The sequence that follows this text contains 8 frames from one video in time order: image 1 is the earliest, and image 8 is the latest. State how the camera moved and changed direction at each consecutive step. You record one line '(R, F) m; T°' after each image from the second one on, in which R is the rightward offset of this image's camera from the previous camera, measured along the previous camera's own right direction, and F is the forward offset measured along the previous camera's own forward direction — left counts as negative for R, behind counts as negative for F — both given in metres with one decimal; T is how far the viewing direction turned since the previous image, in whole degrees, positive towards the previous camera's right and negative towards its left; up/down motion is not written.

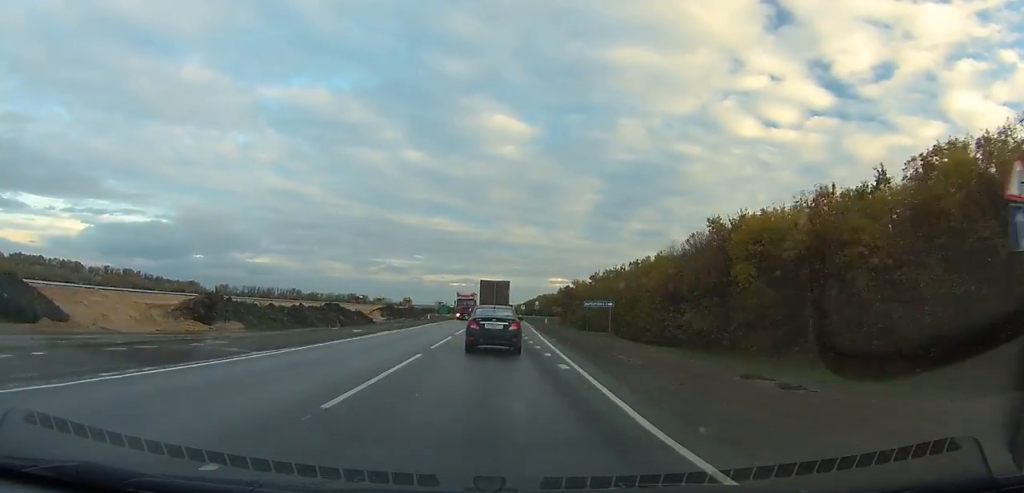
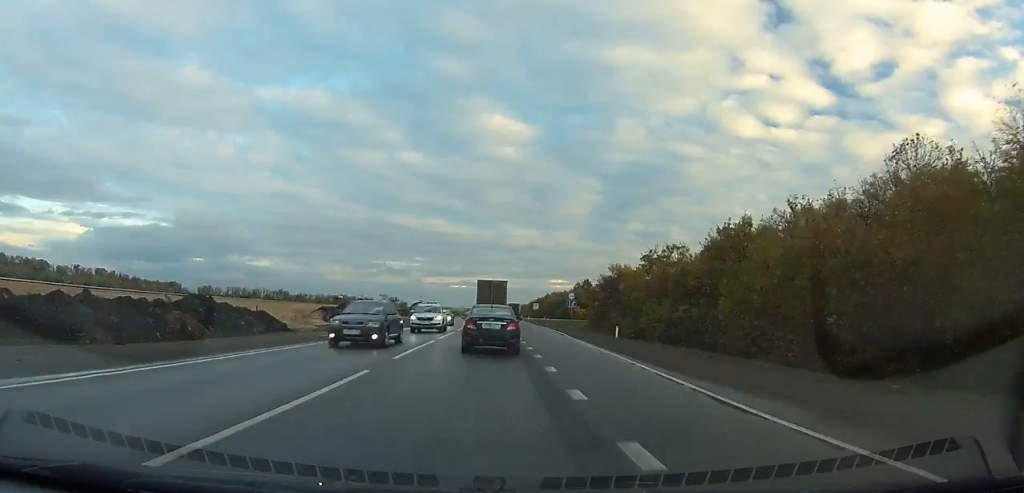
(+0.1, +52.2) m; 0°
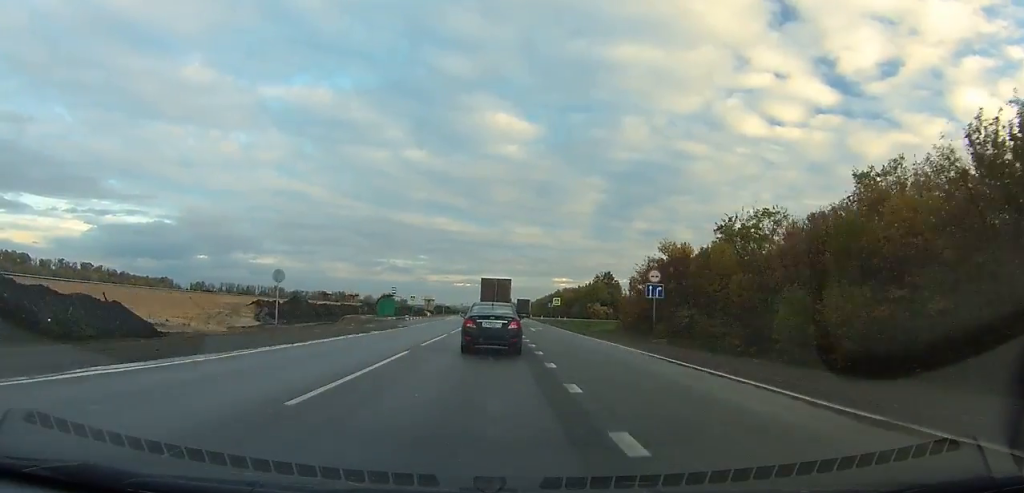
(0.0, +30.9) m; 0°
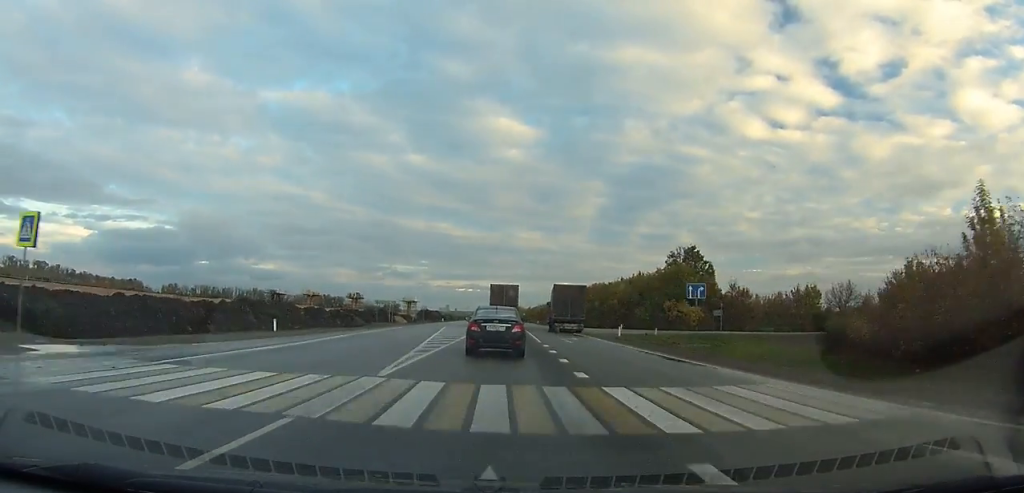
(-0.2, +74.5) m; 0°
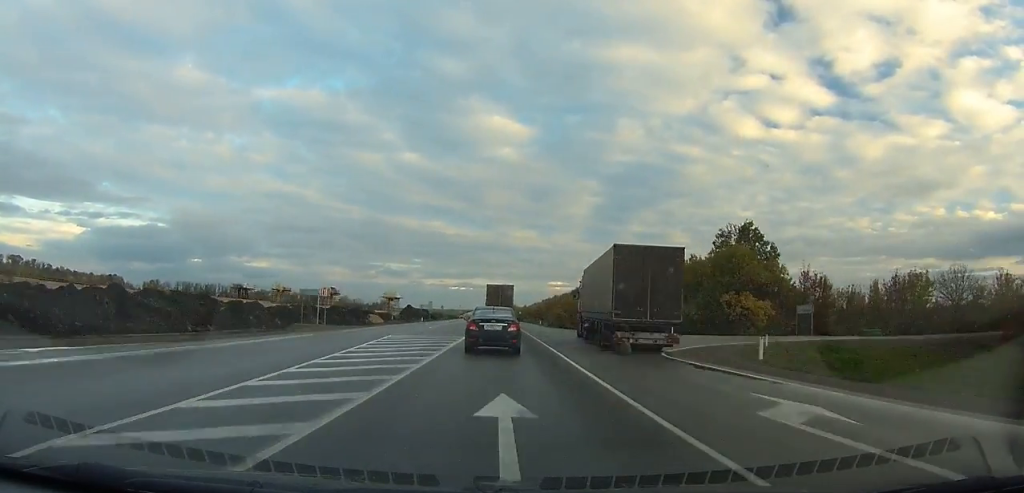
(+0.1, +25.7) m; 0°
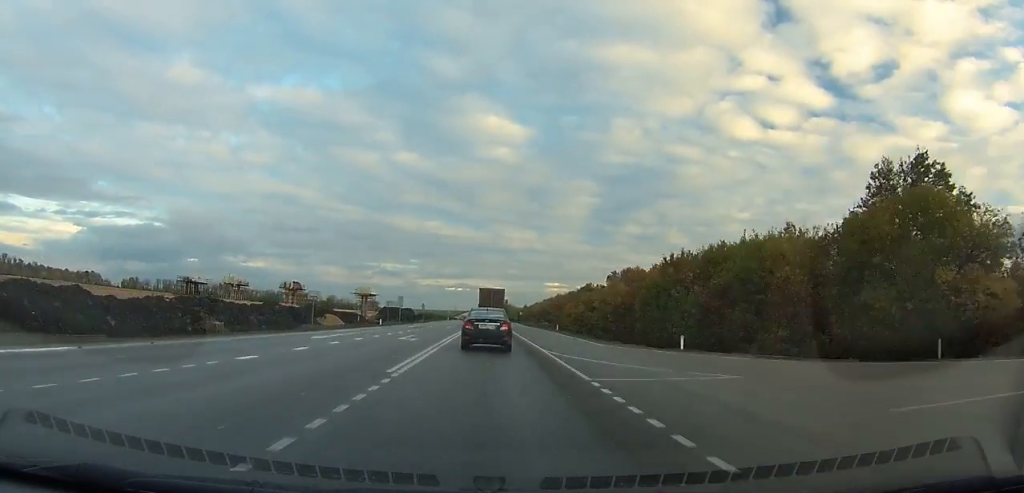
(+0.1, +35.6) m; 0°
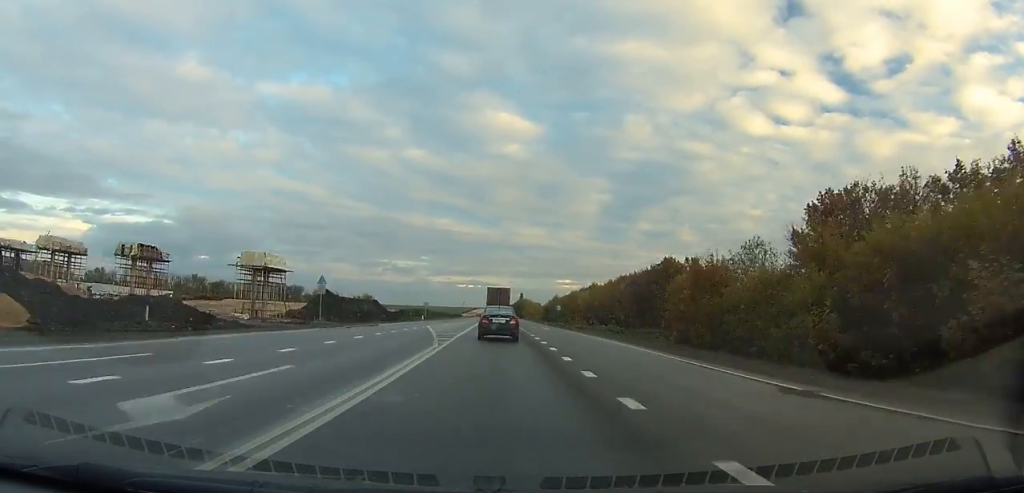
(-0.3, +80.3) m; 0°
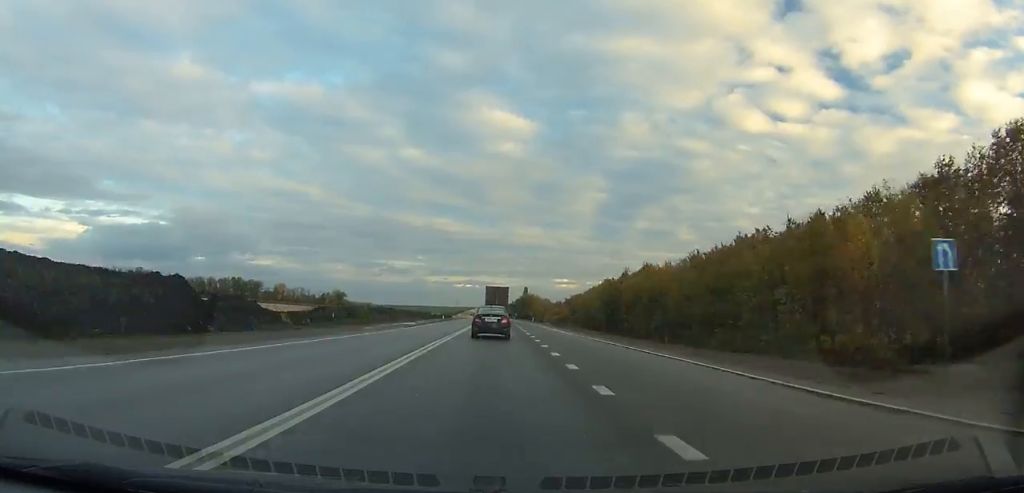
(-0.4, +81.8) m; 0°
